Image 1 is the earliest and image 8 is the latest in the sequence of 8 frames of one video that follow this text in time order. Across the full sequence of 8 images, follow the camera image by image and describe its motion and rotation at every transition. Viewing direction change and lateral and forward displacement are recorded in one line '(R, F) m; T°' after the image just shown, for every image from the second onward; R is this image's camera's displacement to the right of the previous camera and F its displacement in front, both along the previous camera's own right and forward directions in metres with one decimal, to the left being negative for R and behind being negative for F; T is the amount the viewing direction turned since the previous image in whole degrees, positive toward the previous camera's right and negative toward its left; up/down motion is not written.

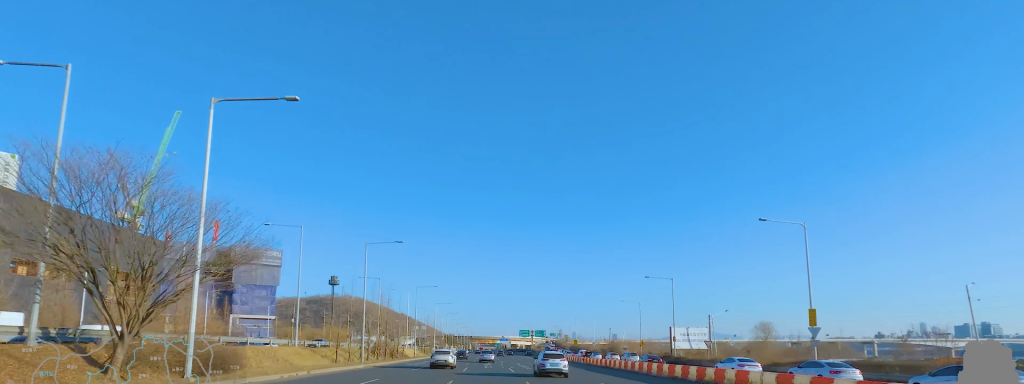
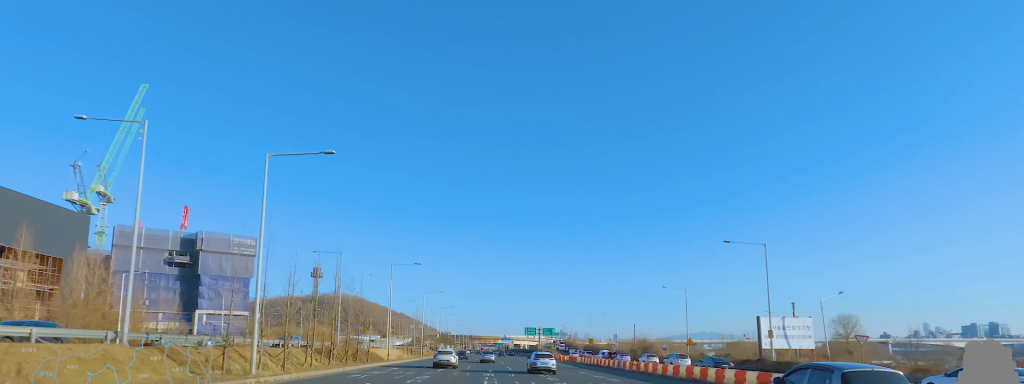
(-0.1, +22.8) m; +2°
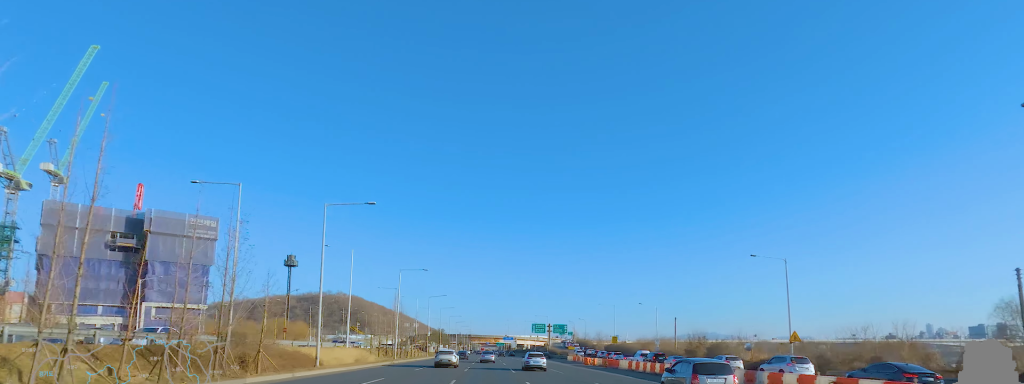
(+1.1, +26.1) m; +2°
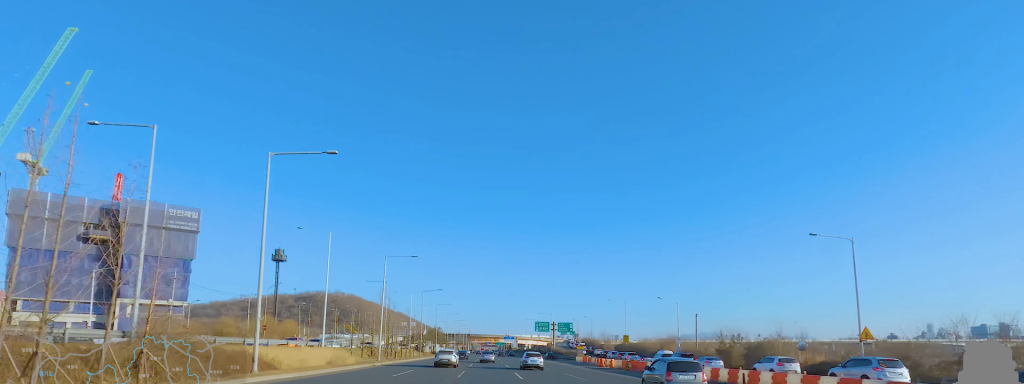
(0.0, +9.5) m; 0°
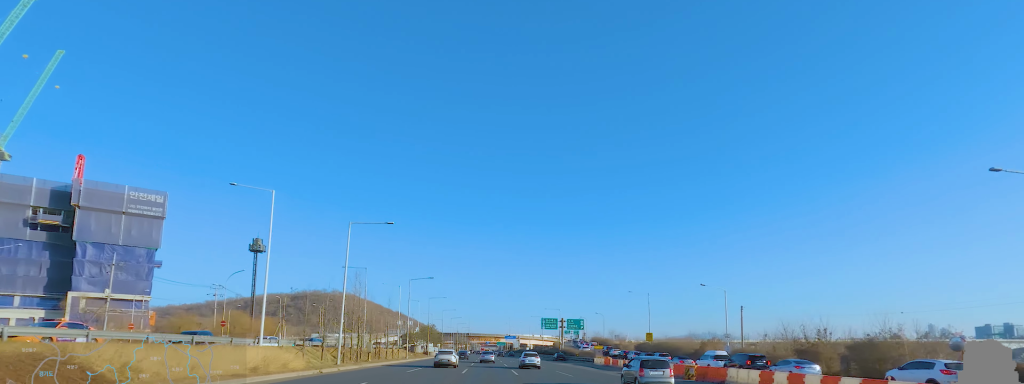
(-0.4, +15.2) m; -1°
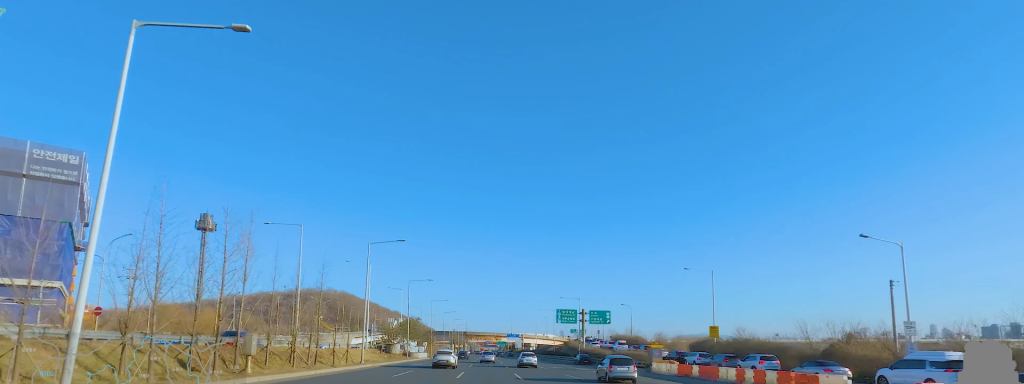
(-0.1, +25.8) m; 0°
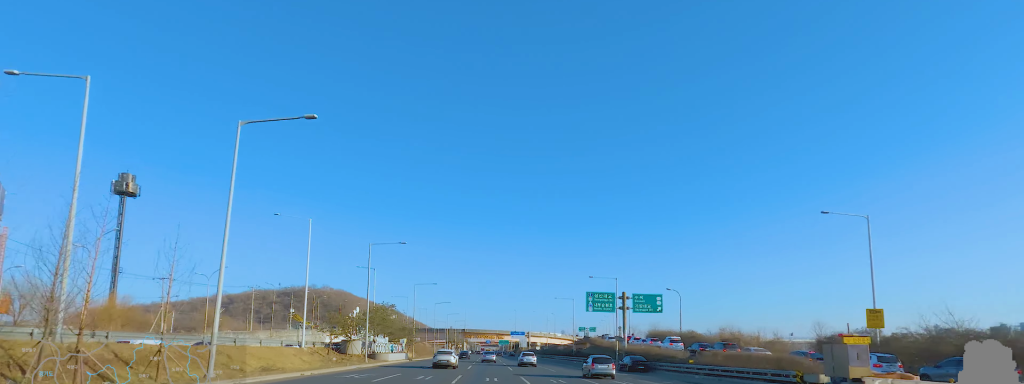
(0.0, +26.0) m; 0°
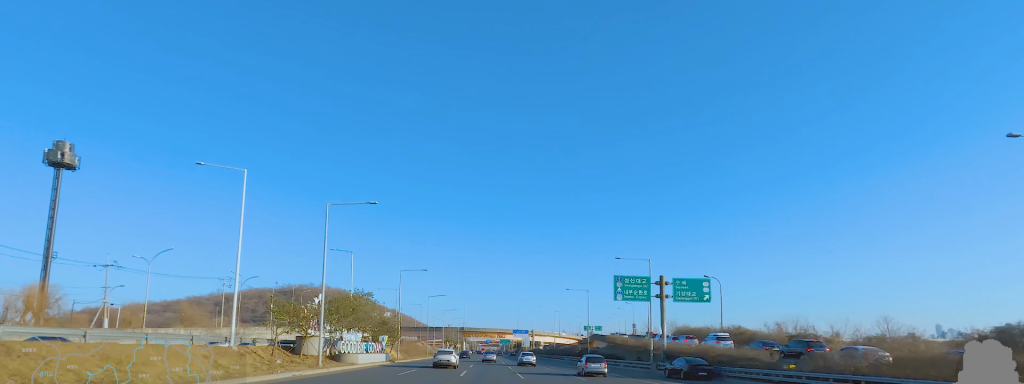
(0.0, +13.5) m; 0°
